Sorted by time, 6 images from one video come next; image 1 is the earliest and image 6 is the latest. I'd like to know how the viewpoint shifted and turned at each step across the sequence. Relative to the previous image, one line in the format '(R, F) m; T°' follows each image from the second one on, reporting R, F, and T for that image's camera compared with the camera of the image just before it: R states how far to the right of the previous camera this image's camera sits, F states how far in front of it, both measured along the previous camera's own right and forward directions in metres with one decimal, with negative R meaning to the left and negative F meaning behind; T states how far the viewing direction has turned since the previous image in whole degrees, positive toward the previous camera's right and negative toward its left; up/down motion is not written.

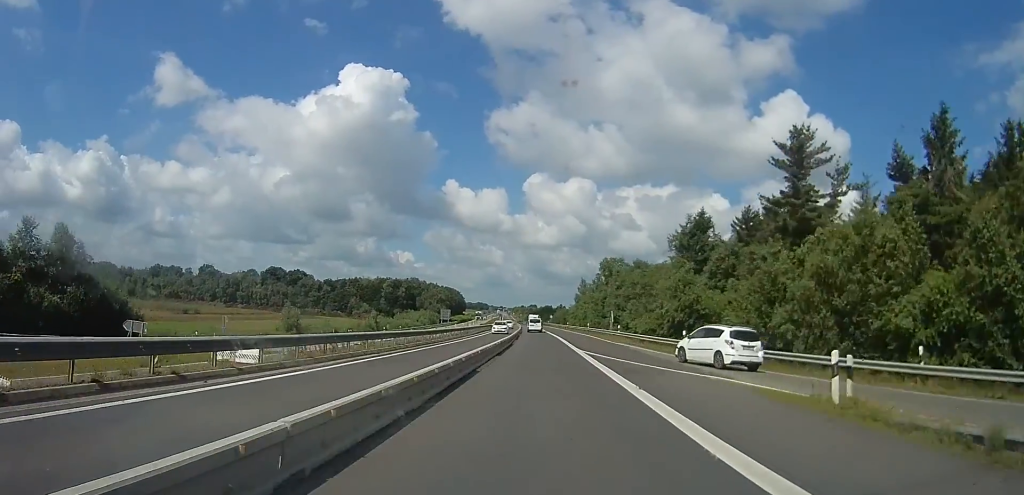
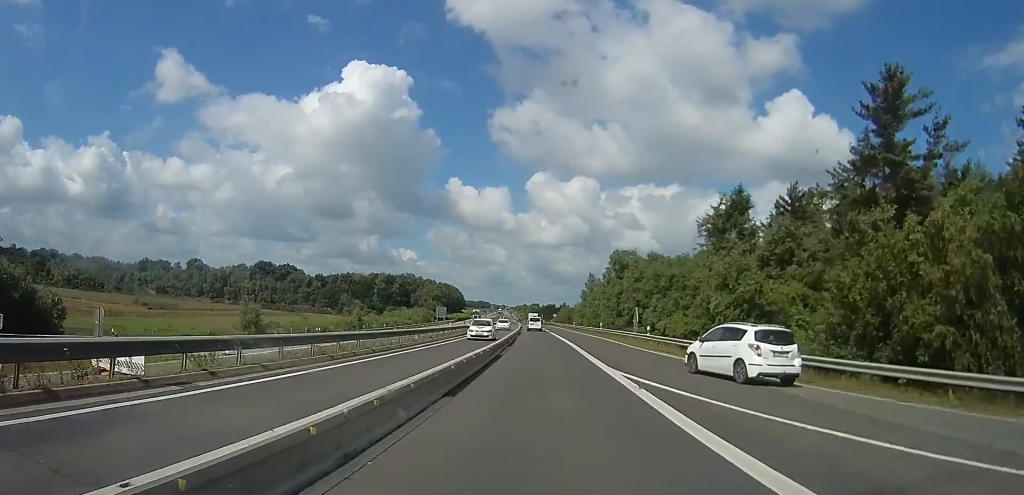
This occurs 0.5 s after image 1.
(-0.2, +11.0) m; -1°
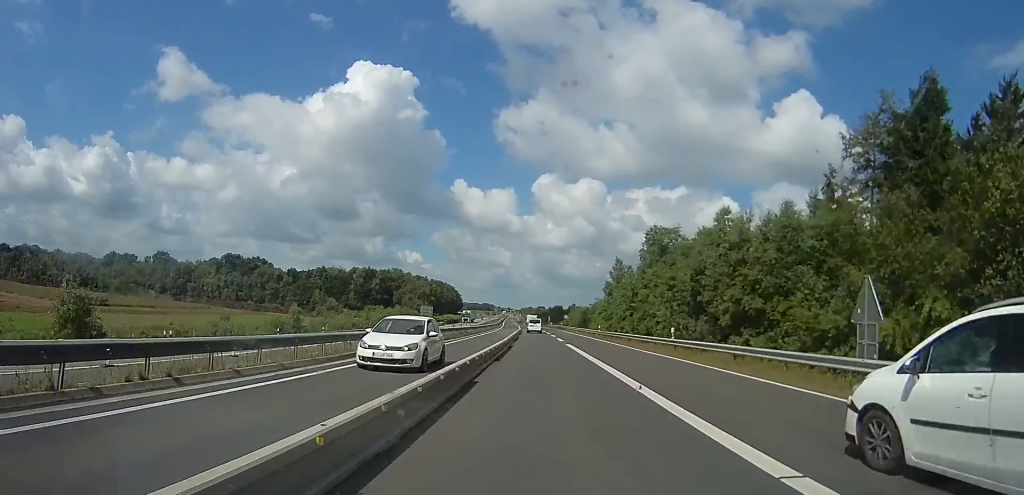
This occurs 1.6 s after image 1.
(-0.6, +27.0) m; 0°
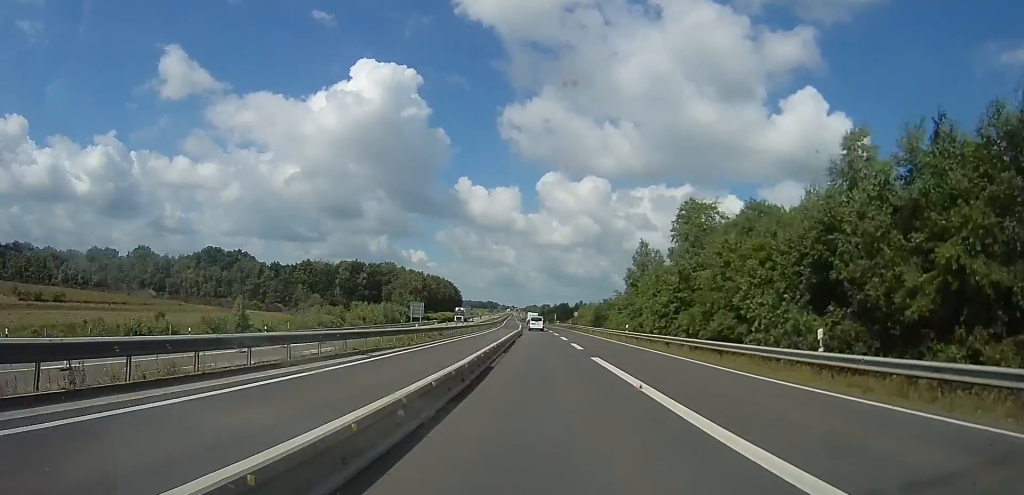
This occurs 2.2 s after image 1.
(+0.9, +14.4) m; 0°
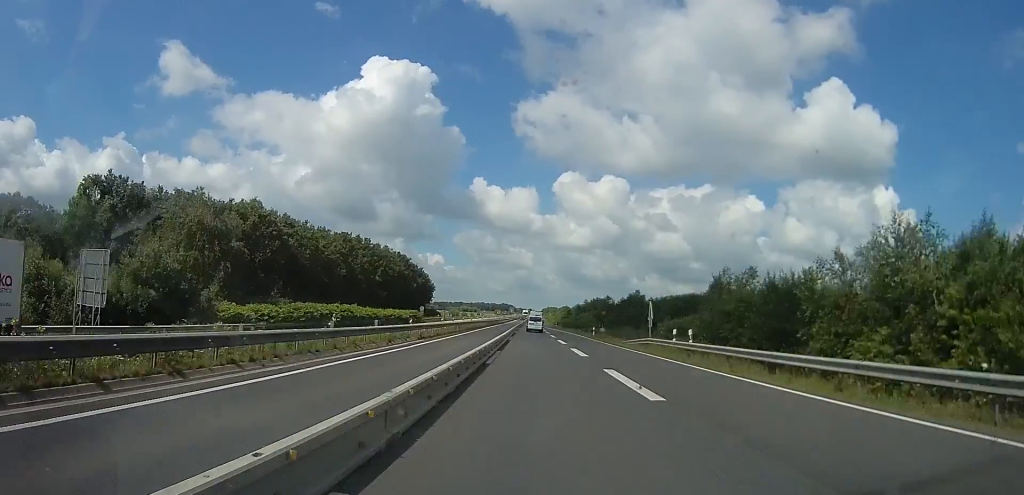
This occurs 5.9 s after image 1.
(-2.6, +89.3) m; -4°
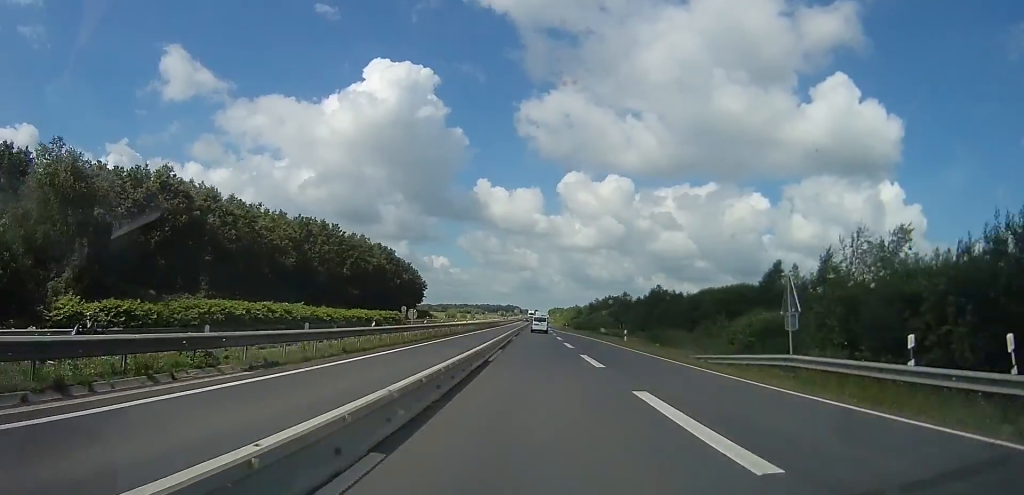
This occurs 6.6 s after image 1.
(0.0, +16.8) m; 0°
